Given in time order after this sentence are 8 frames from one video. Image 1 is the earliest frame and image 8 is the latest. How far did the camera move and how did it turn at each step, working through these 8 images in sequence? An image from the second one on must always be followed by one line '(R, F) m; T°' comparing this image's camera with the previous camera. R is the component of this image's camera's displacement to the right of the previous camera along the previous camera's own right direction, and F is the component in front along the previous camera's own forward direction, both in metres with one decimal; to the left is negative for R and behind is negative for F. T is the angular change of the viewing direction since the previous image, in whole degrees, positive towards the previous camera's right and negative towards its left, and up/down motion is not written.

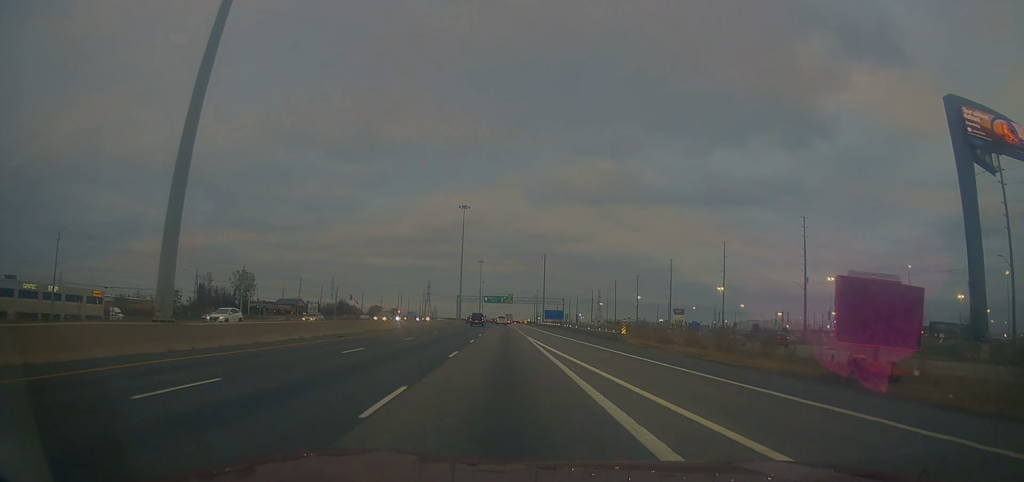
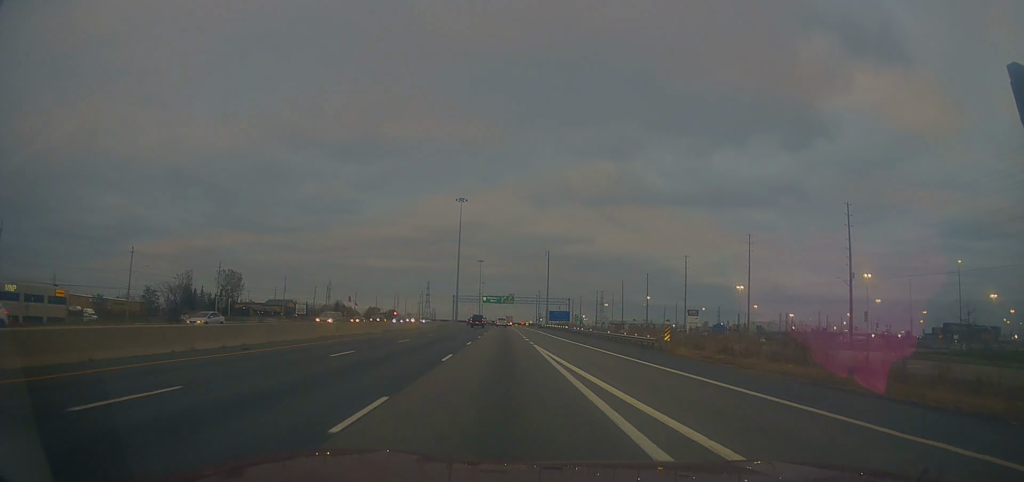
(+0.1, +13.4) m; +1°
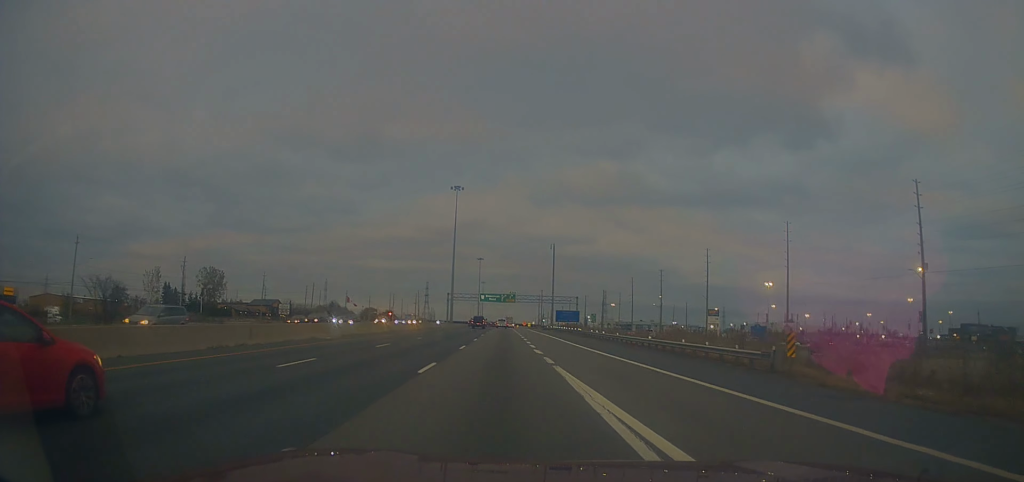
(+0.3, +16.2) m; +1°
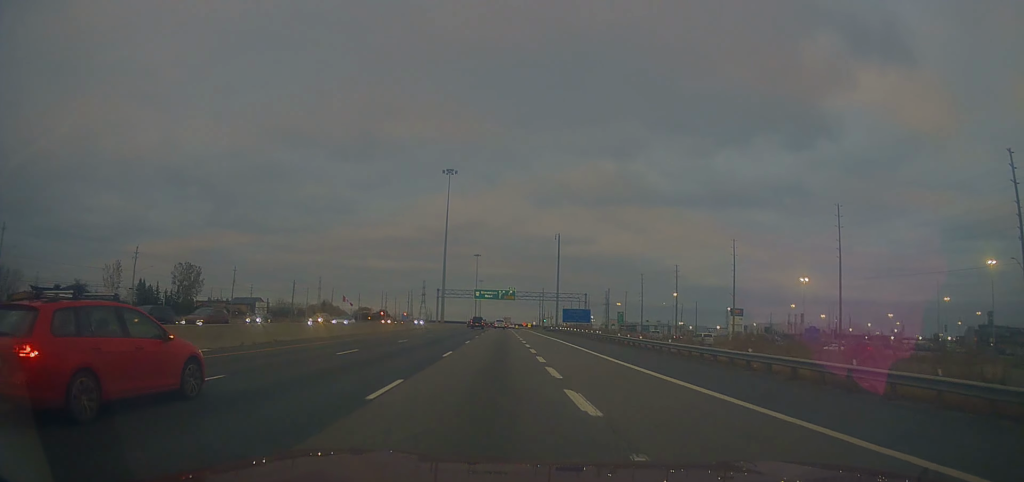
(0.0, +17.2) m; 0°
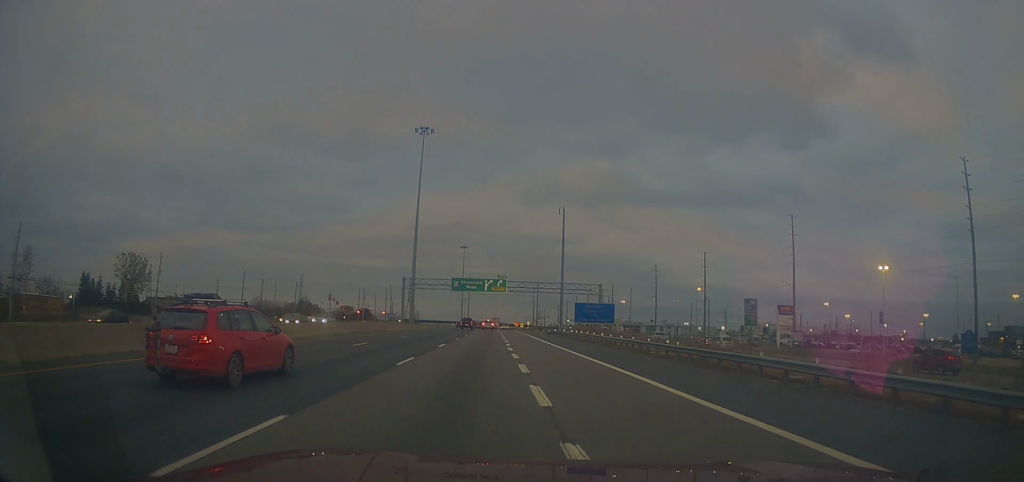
(-0.3, +29.6) m; 0°
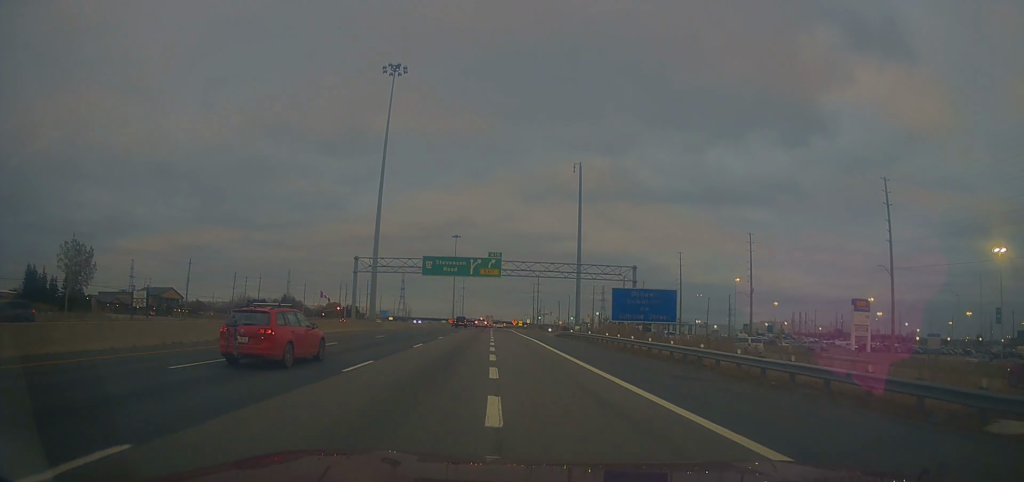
(+0.2, +26.7) m; +1°
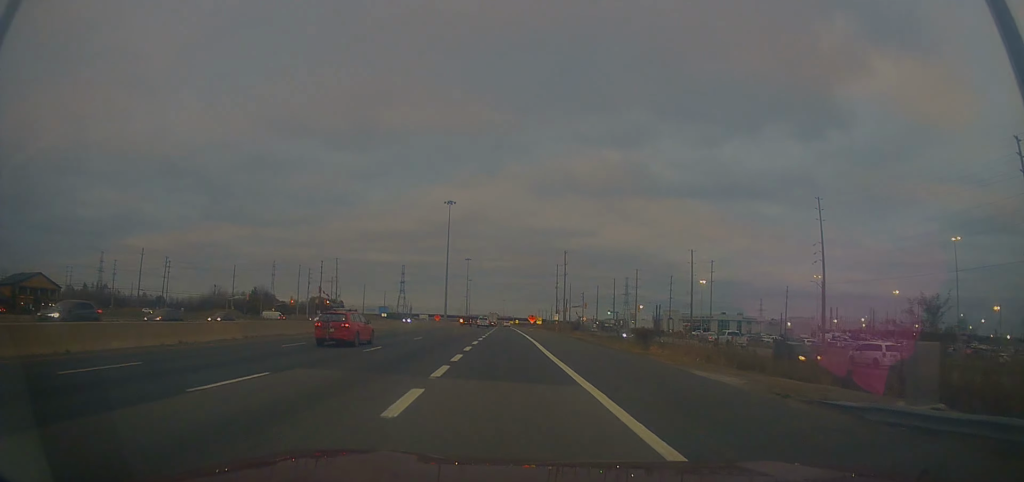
(-0.7, +62.4) m; -3°
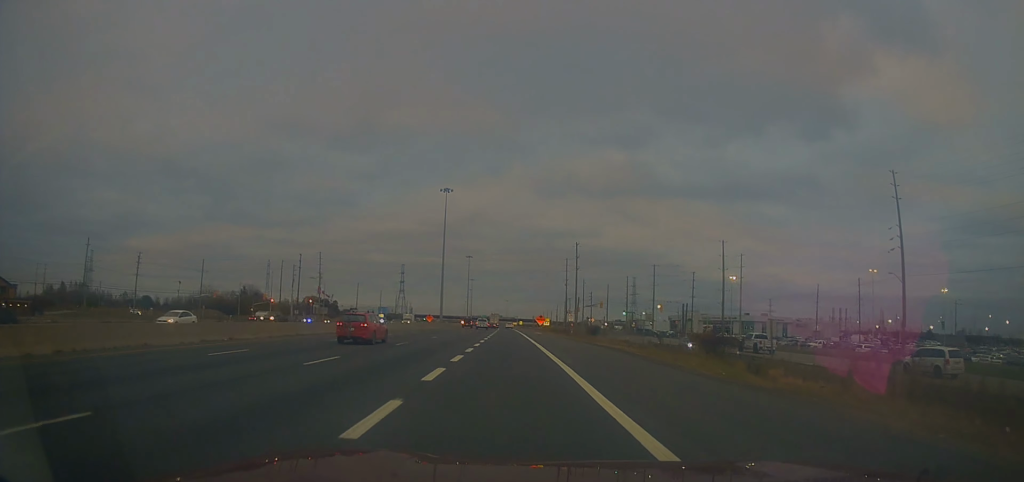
(-0.1, +17.9) m; 0°
